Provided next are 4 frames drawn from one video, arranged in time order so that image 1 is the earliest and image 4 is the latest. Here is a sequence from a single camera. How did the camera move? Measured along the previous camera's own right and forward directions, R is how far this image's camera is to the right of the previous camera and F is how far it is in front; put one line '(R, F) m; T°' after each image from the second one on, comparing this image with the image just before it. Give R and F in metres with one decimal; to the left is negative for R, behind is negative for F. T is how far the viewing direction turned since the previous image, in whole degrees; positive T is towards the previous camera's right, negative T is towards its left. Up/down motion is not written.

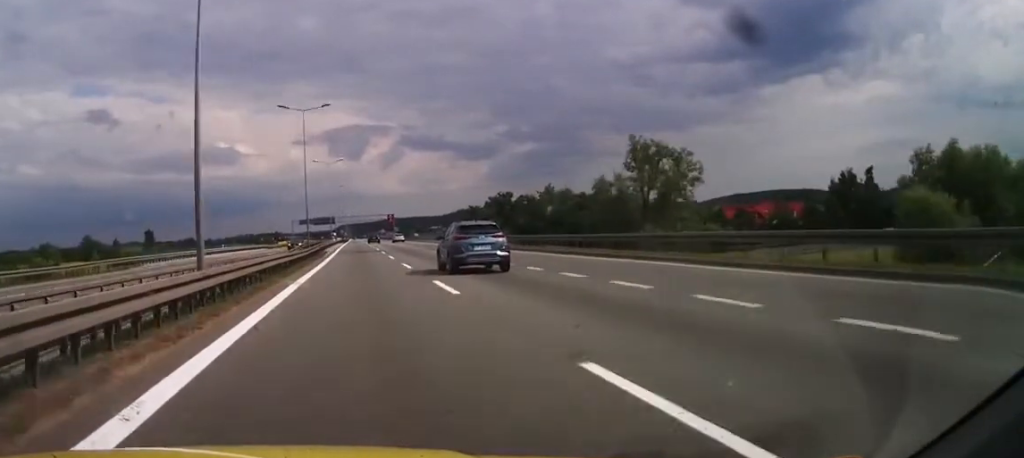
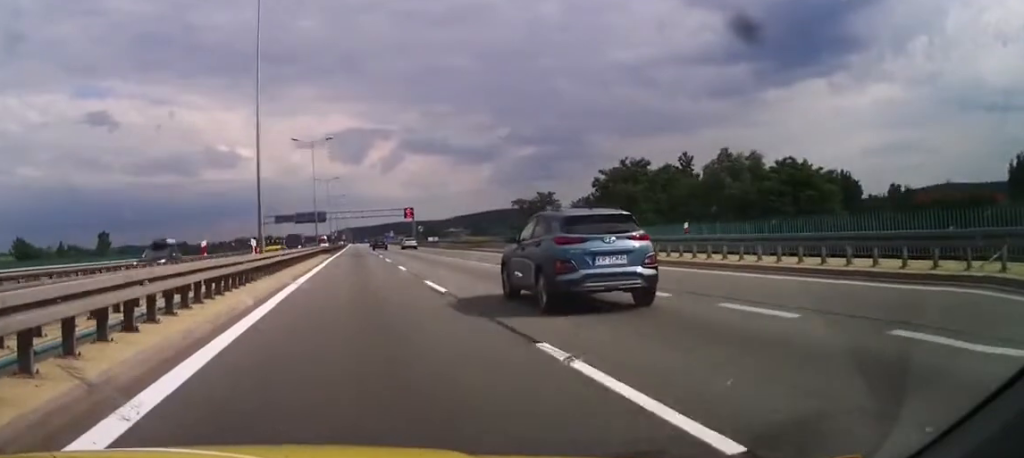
(0.0, +68.0) m; 0°
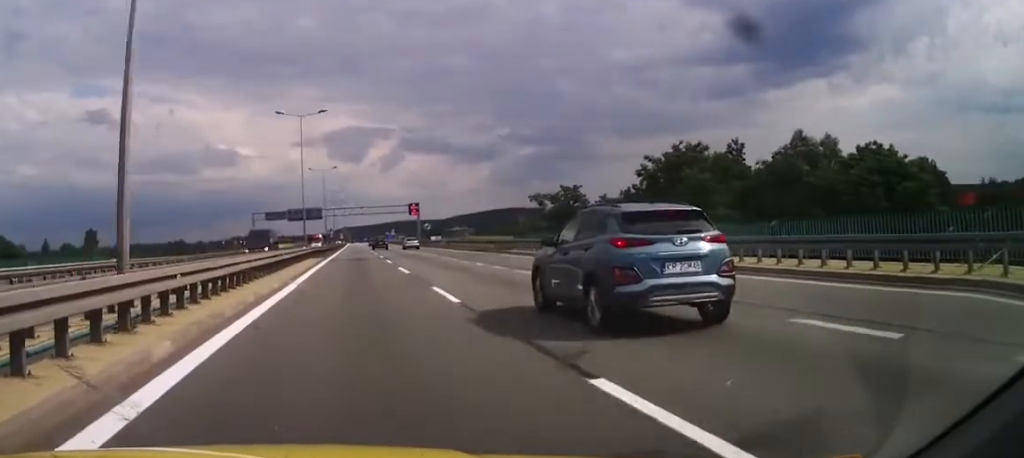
(0.0, +13.7) m; 0°
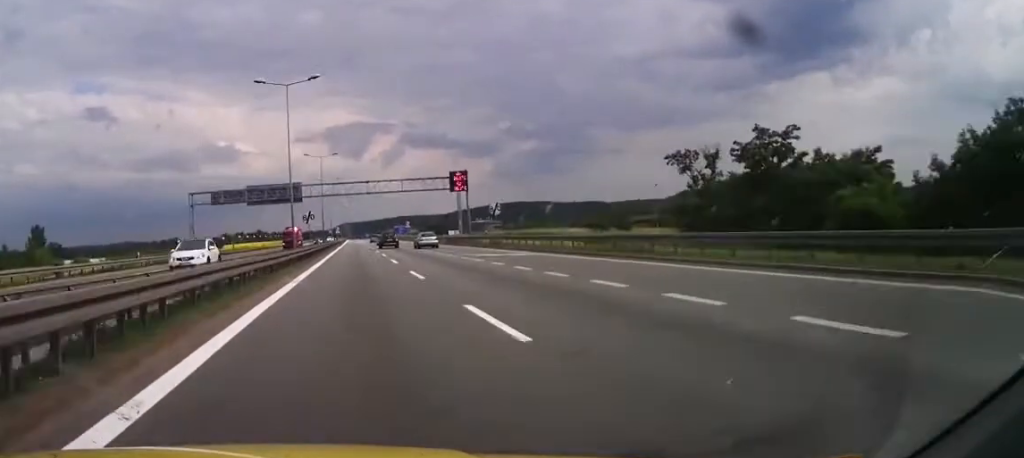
(-1.6, +51.2) m; -4°
